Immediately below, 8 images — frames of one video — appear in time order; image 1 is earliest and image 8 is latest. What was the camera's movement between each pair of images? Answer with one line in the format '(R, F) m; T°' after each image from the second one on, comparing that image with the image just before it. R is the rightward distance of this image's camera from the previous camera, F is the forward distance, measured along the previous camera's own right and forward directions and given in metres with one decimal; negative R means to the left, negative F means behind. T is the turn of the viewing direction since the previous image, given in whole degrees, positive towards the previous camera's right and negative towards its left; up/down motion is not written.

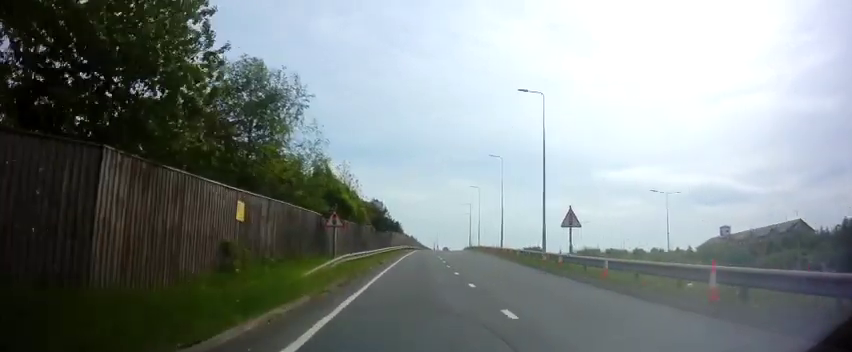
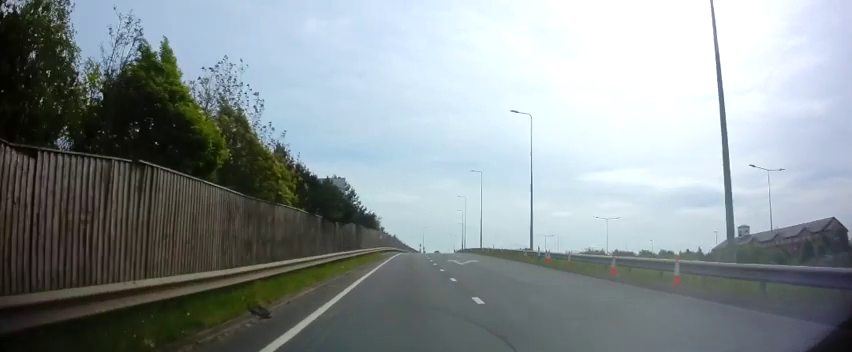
(+0.1, +20.8) m; 0°
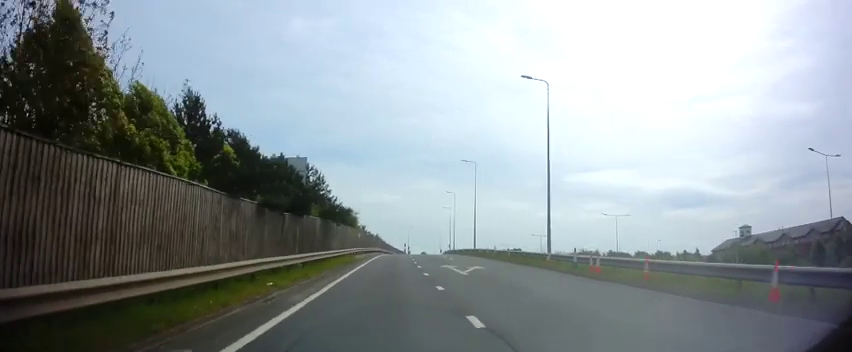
(0.0, +8.6) m; 0°
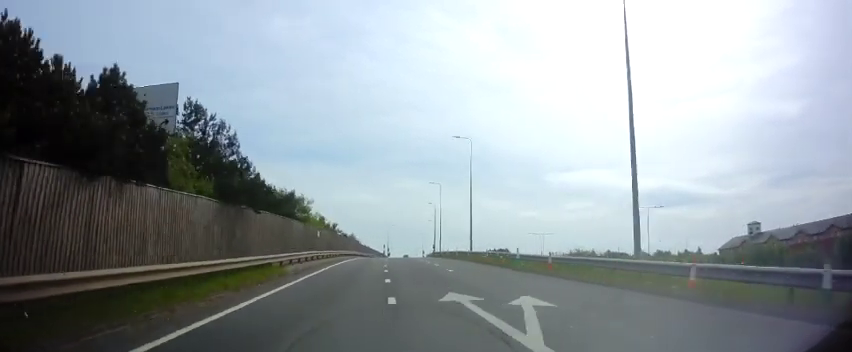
(0.0, +13.9) m; +3°
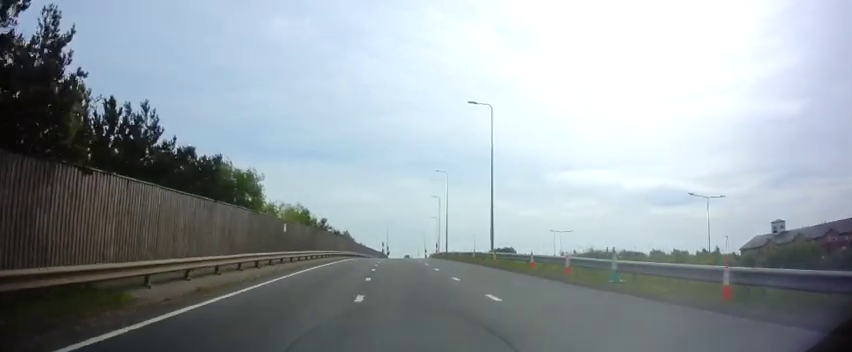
(+0.5, +11.4) m; +2°
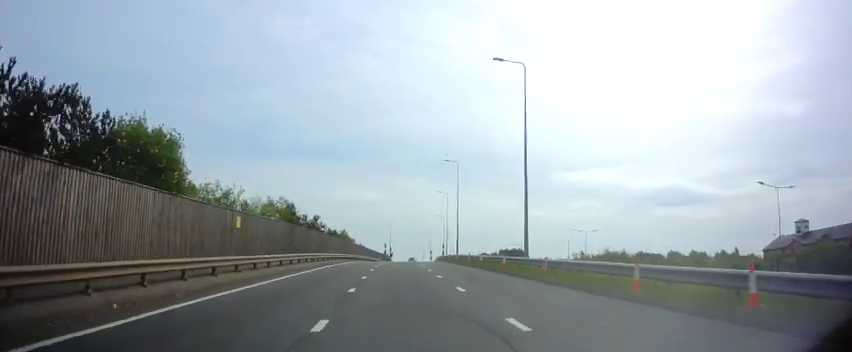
(0.0, +9.0) m; 0°
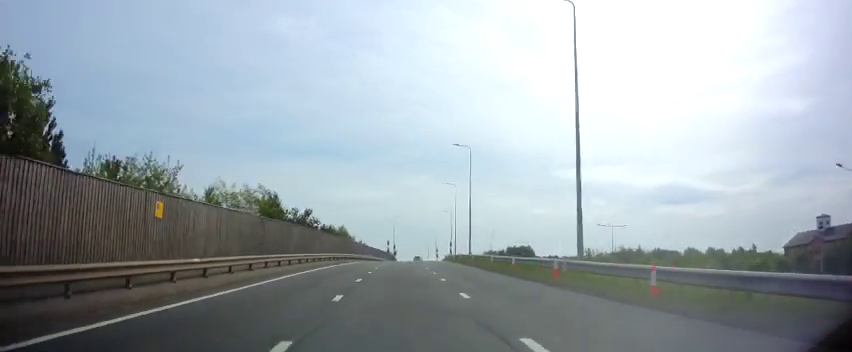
(0.0, +7.6) m; -1°
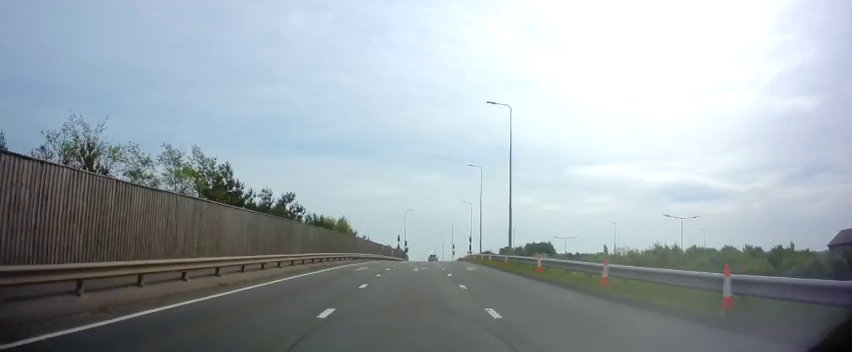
(-0.3, +14.2) m; -2°
